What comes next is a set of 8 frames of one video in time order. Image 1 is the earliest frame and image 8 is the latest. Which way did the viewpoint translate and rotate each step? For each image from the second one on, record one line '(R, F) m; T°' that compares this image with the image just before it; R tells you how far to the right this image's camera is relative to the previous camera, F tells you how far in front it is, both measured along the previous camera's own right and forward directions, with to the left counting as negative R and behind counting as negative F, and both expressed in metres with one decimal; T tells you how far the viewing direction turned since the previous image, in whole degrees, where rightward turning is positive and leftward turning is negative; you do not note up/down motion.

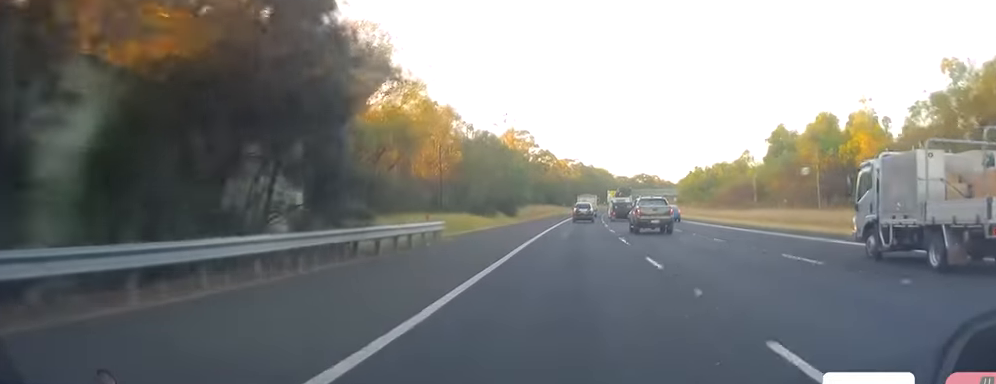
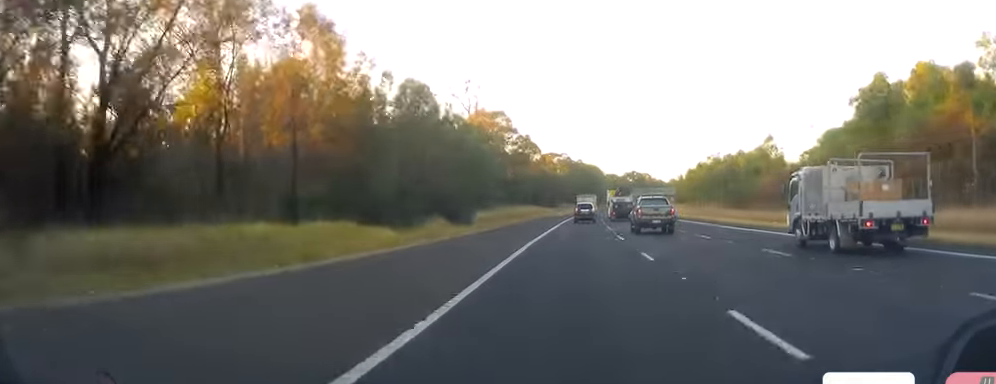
(+0.4, +33.8) m; +1°
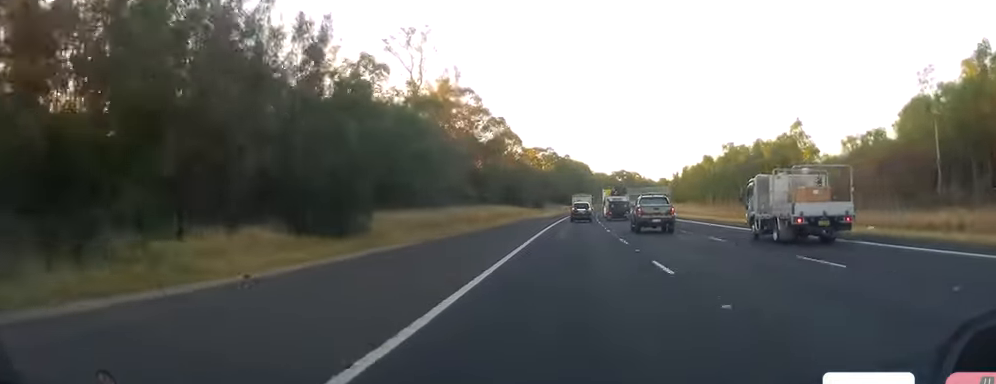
(+0.1, +28.2) m; +1°
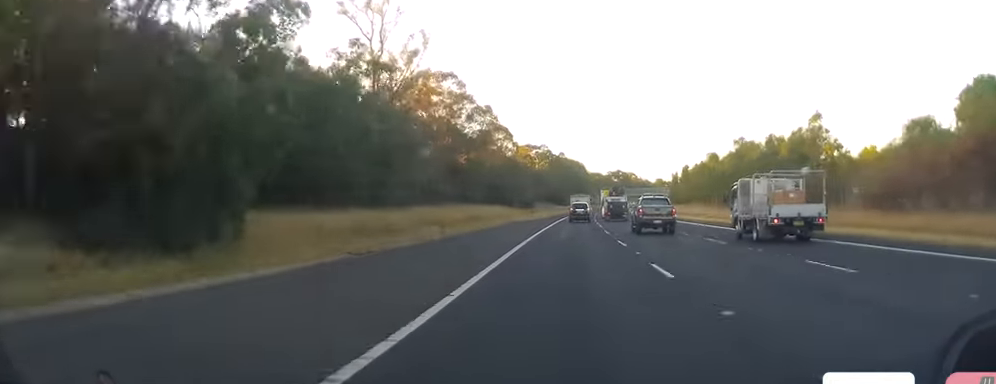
(+0.3, +12.7) m; +1°
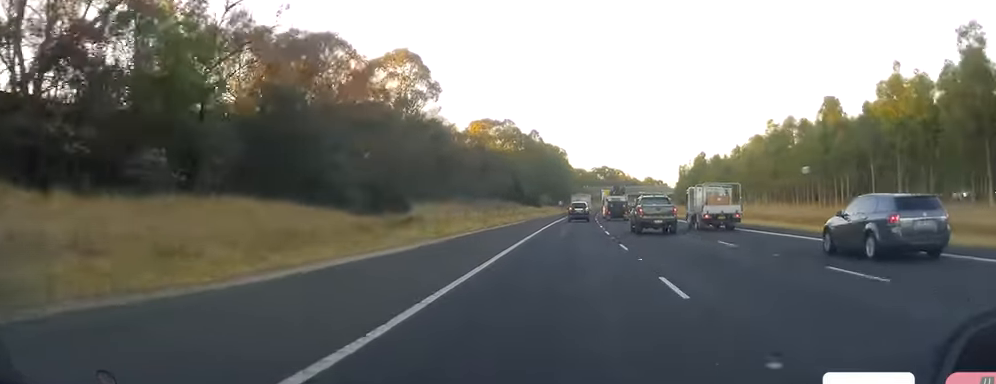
(+1.7, +75.0) m; +3°
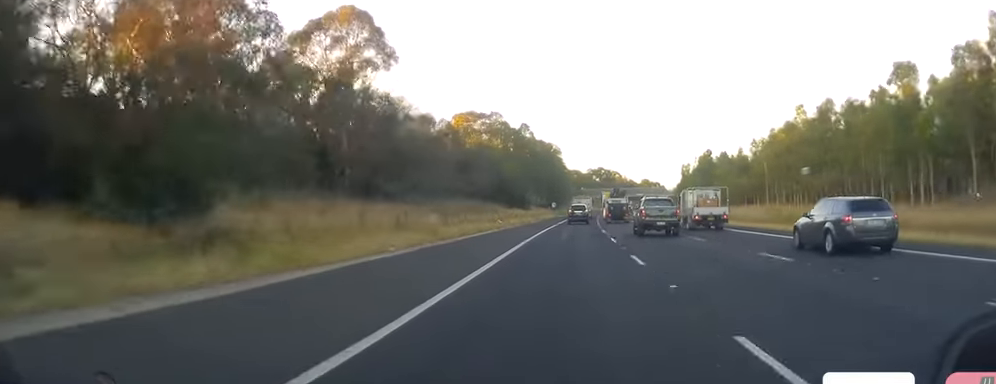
(+0.3, +18.2) m; 0°
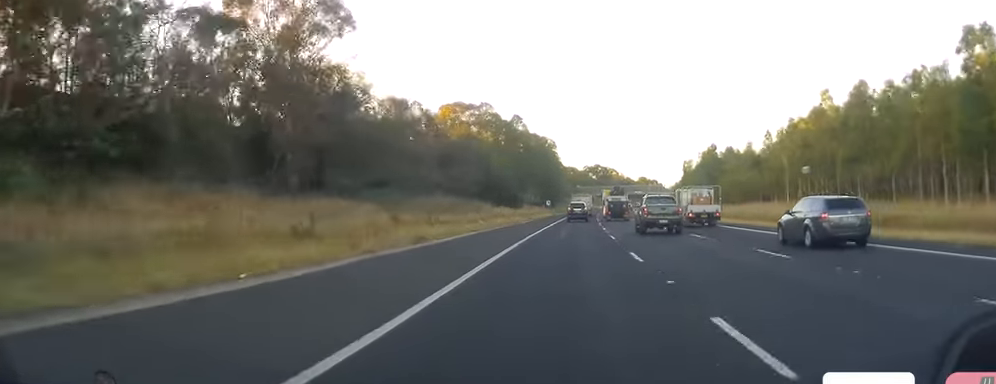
(-0.4, +11.8) m; -1°
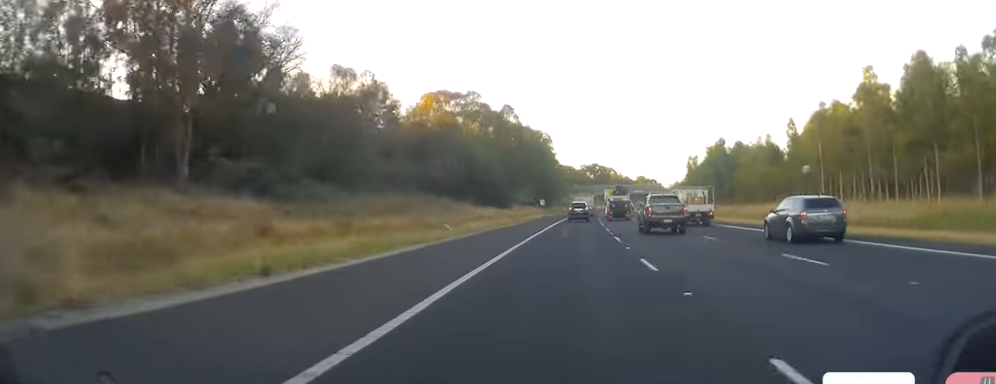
(-0.2, +14.6) m; 0°
